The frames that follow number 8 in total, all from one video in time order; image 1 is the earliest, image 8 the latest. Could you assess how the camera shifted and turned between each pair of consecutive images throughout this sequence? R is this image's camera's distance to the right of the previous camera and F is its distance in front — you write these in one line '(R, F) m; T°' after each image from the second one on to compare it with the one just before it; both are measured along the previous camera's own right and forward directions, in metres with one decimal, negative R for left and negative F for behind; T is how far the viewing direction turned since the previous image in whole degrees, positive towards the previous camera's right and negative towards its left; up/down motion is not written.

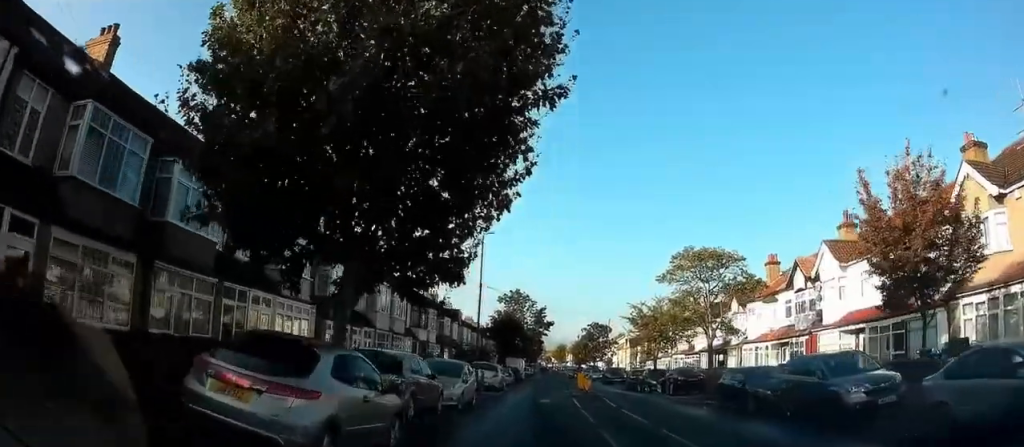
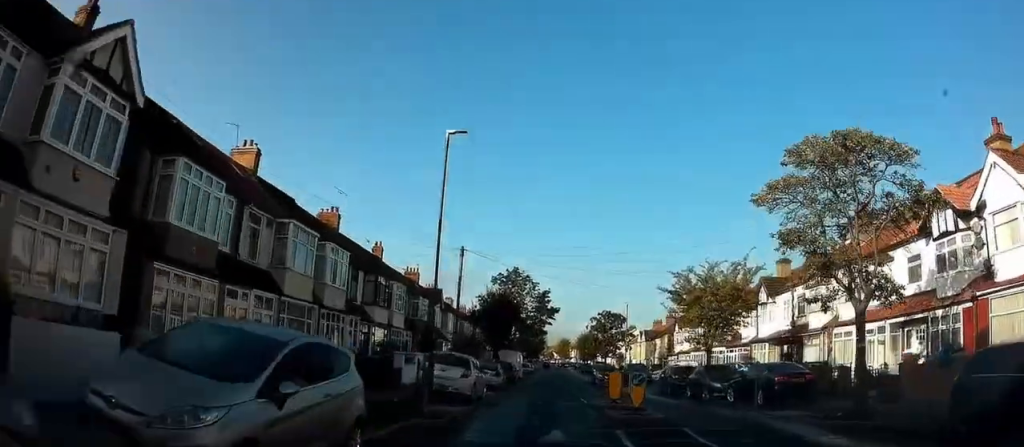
(-0.1, +12.9) m; -2°
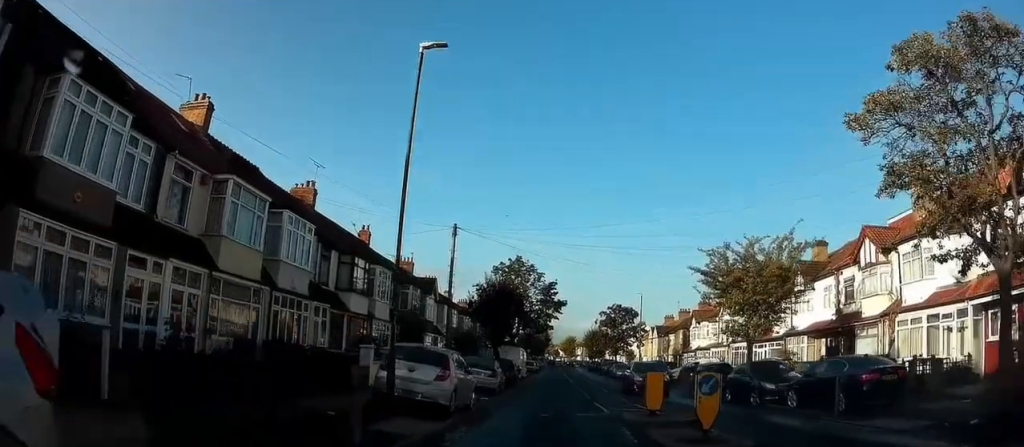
(-0.2, +5.5) m; 0°
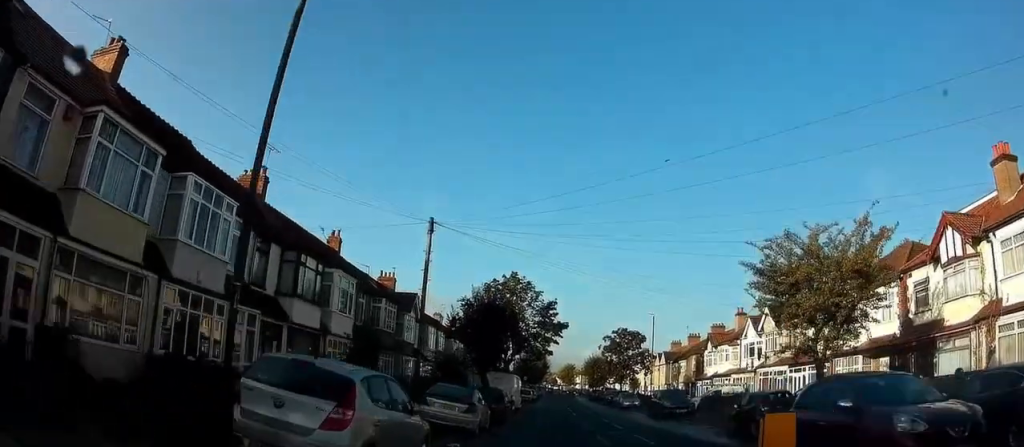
(+0.3, +6.9) m; +3°
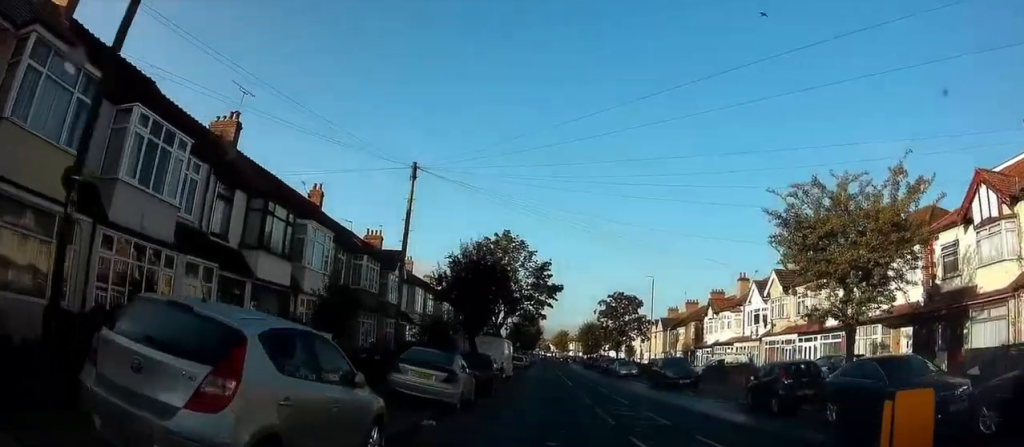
(0.0, +2.4) m; 0°
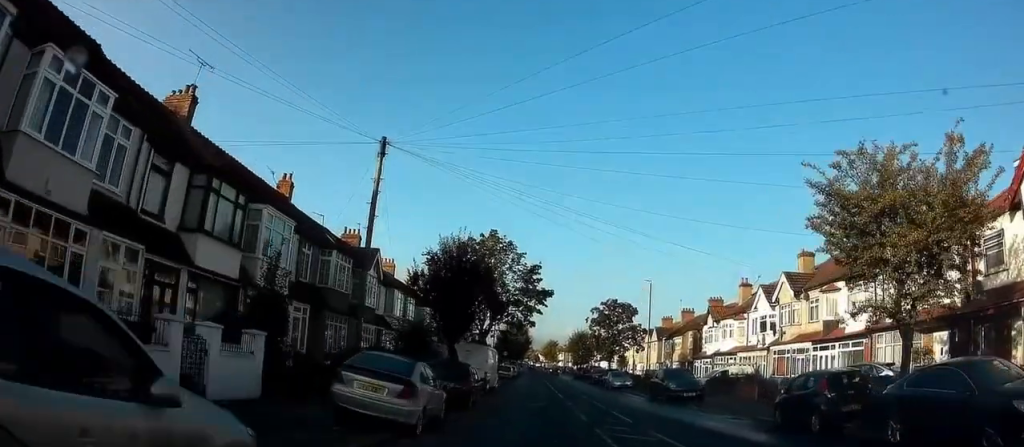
(0.0, +3.4) m; +1°
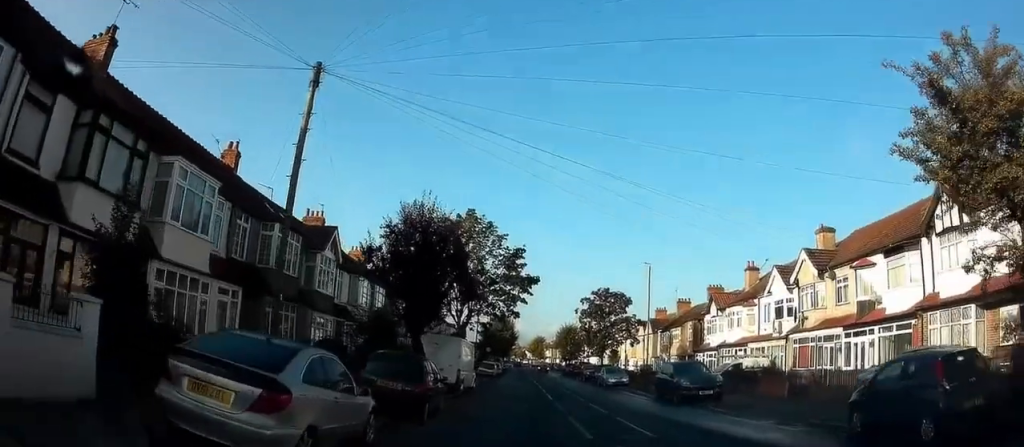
(+0.1, +5.1) m; +1°
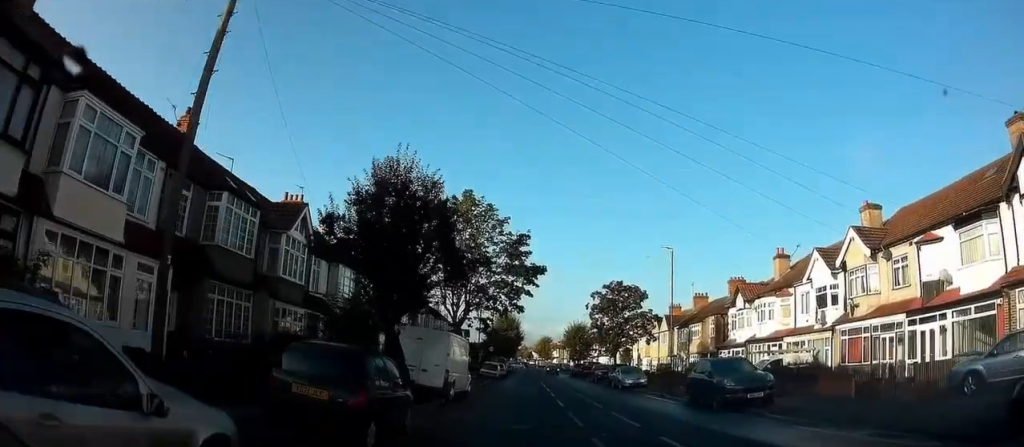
(0.0, +4.8) m; 0°
